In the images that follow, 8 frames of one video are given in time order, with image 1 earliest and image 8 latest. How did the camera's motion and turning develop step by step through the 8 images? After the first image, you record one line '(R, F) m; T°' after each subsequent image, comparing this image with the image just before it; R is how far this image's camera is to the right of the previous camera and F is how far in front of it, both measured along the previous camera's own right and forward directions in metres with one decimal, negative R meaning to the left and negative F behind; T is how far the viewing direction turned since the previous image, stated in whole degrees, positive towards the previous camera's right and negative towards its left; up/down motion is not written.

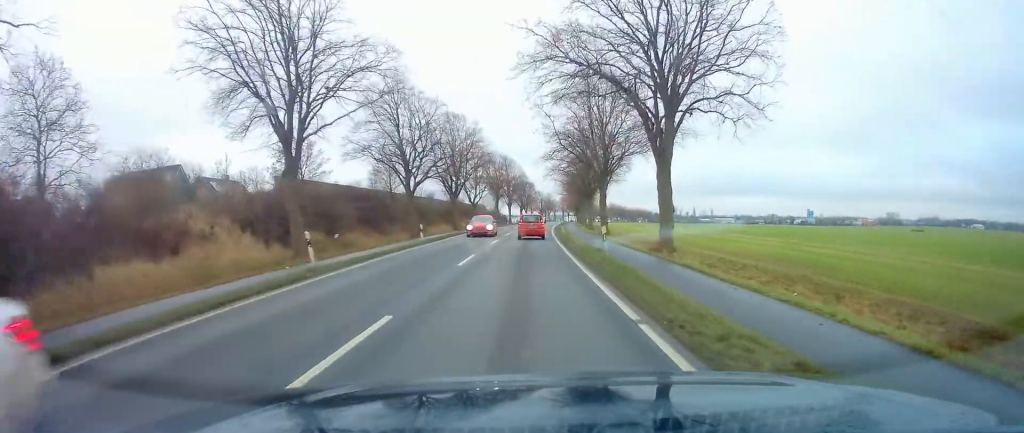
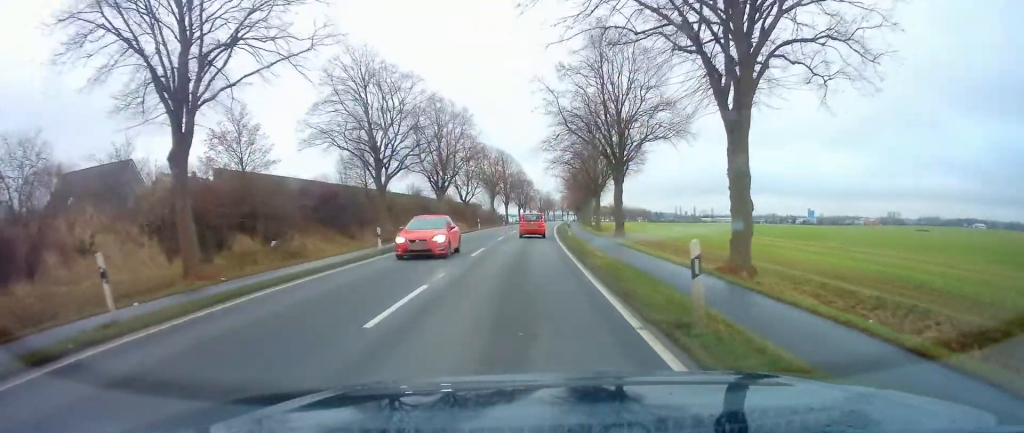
(0.0, +9.0) m; 0°
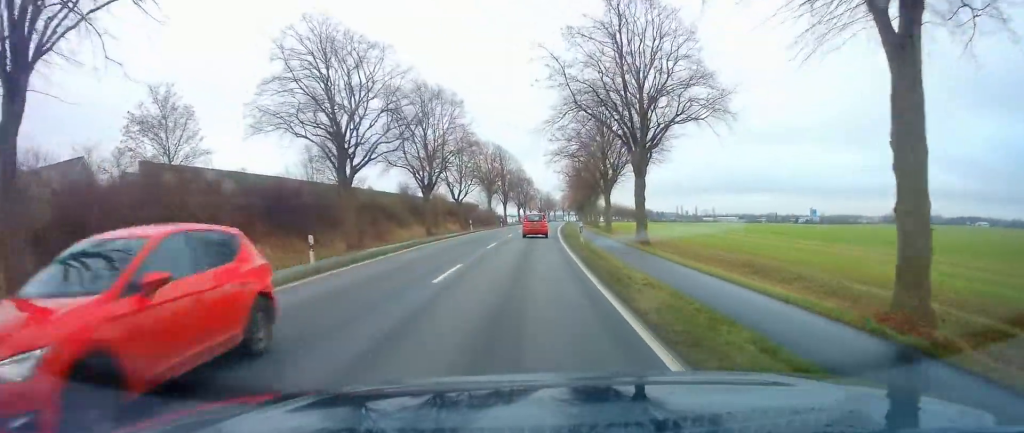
(0.0, +7.6) m; 0°
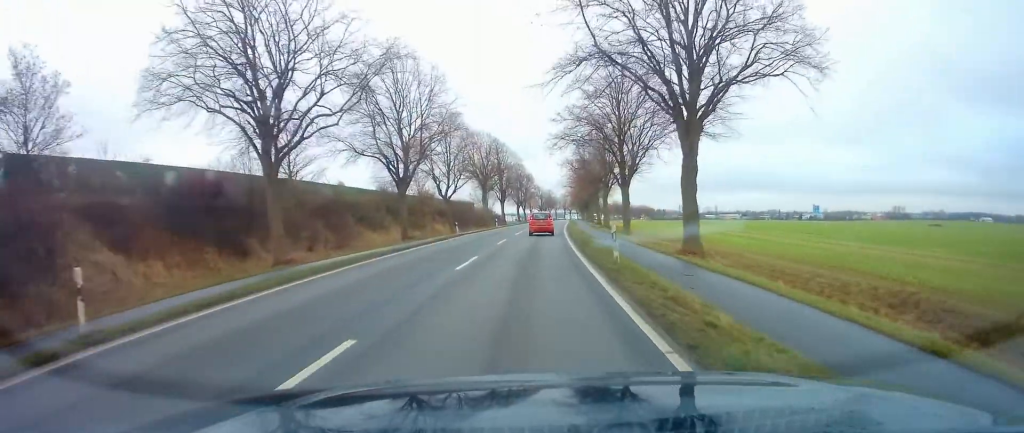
(0.0, +9.7) m; +1°
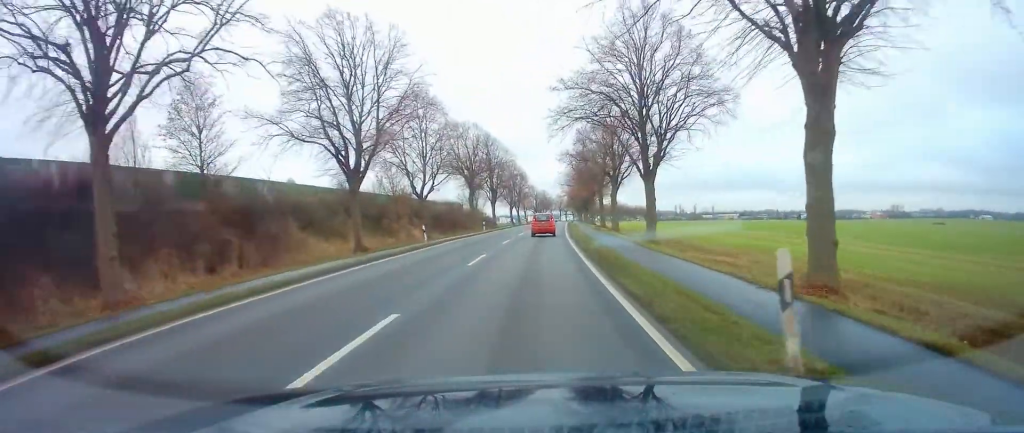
(+0.1, +10.4) m; +1°
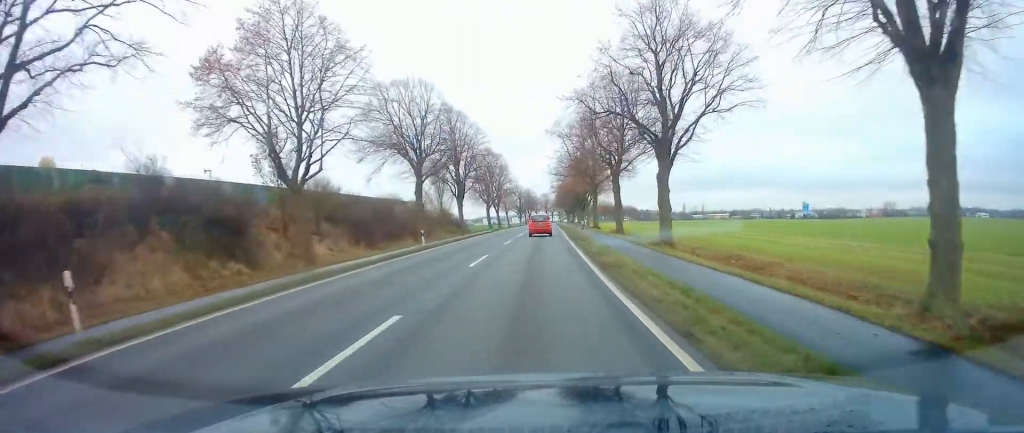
(+0.3, +24.3) m; +1°
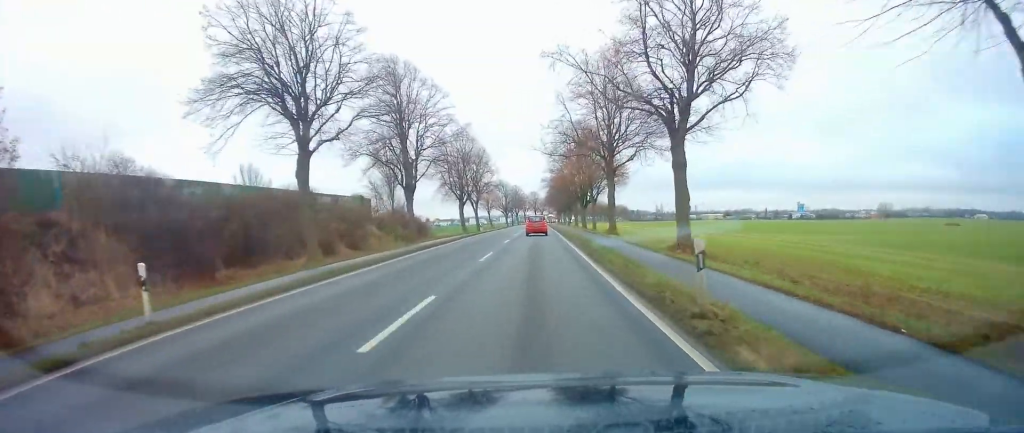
(+0.1, +21.8) m; 0°
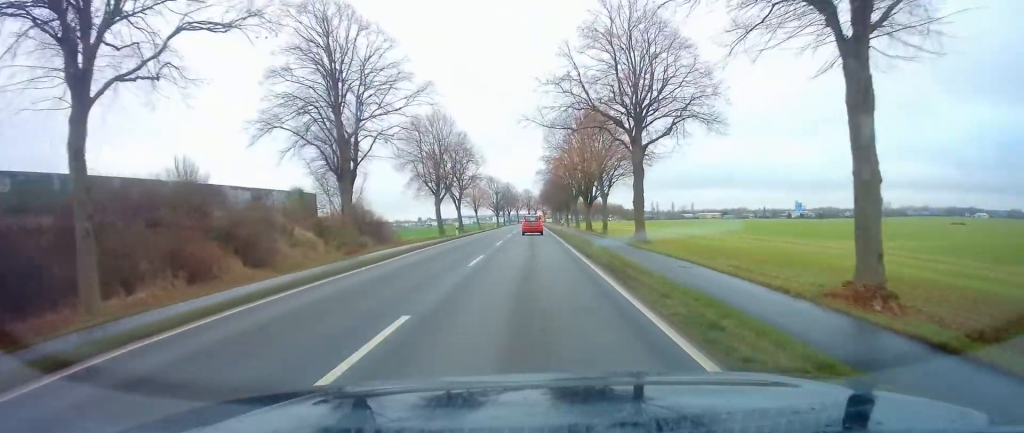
(-0.1, +13.9) m; +1°
